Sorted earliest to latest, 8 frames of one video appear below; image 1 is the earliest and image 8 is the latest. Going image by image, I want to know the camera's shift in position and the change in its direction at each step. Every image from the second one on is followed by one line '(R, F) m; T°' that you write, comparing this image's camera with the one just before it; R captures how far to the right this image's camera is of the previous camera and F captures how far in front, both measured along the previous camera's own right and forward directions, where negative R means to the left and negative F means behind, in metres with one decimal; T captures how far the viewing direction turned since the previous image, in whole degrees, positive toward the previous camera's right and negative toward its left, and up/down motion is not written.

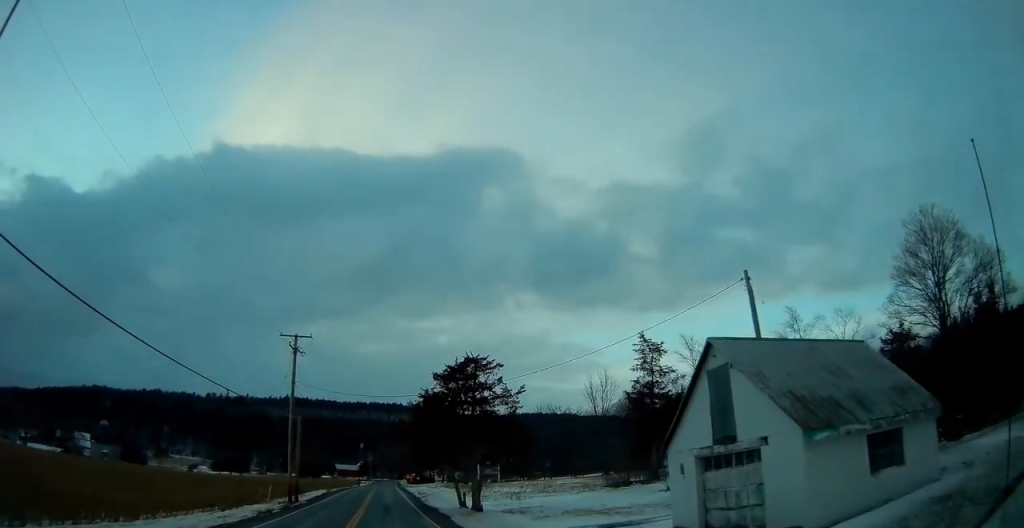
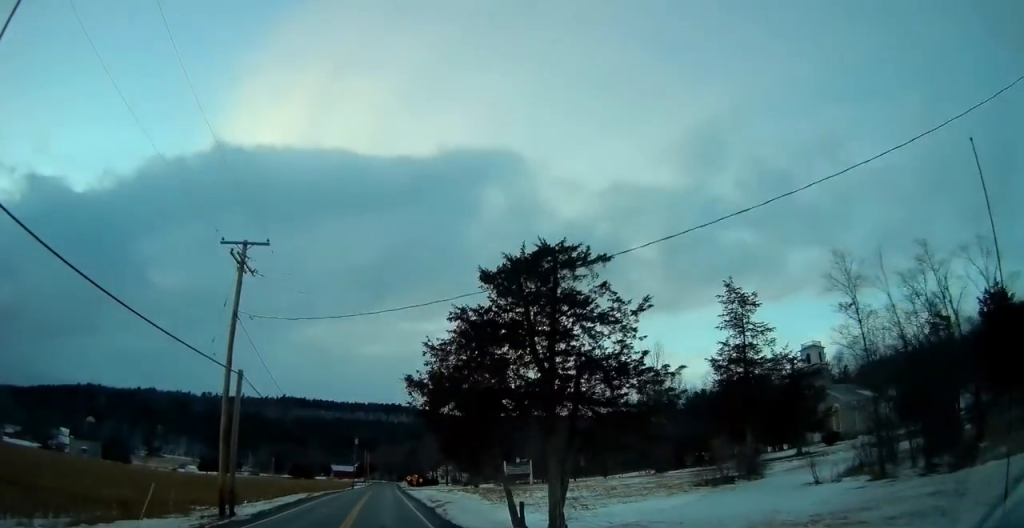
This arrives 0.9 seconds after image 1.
(-0.2, +16.8) m; 0°
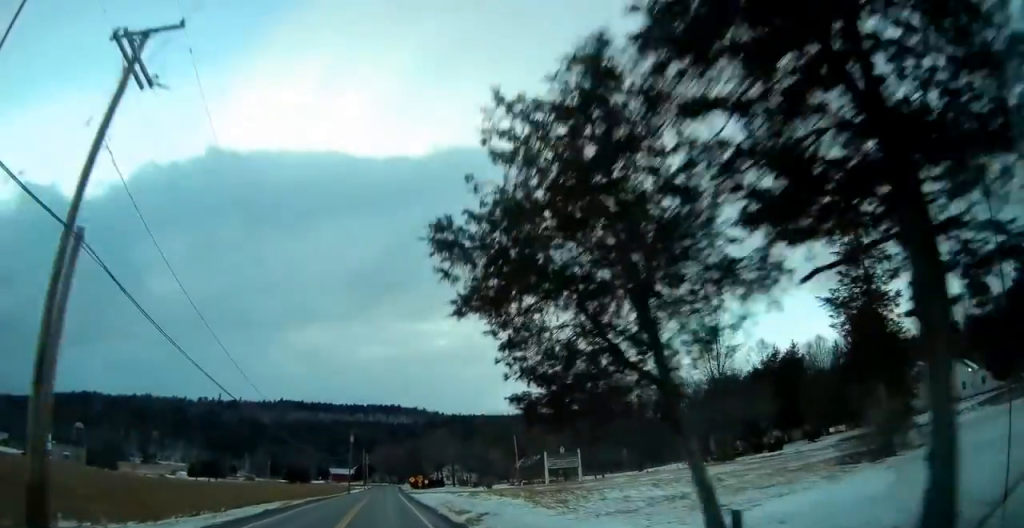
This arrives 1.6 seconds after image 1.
(+0.3, +14.3) m; +1°
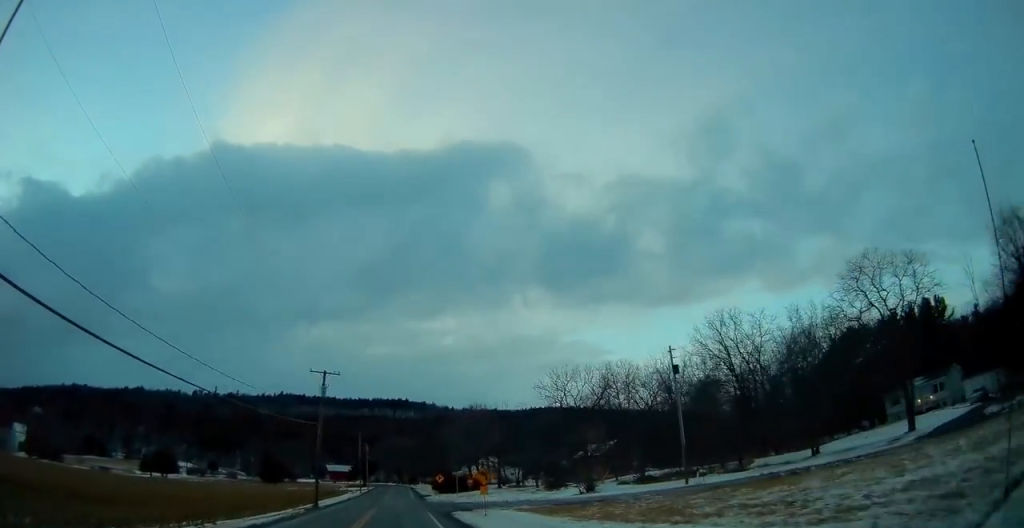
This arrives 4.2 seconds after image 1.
(-0.9, +50.8) m; 0°
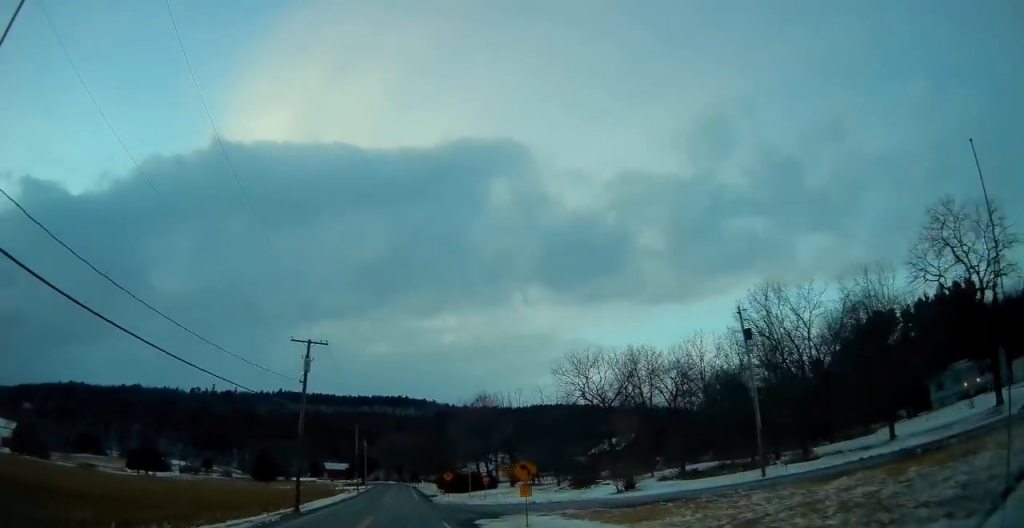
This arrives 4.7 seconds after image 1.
(+0.1, +9.5) m; +1°
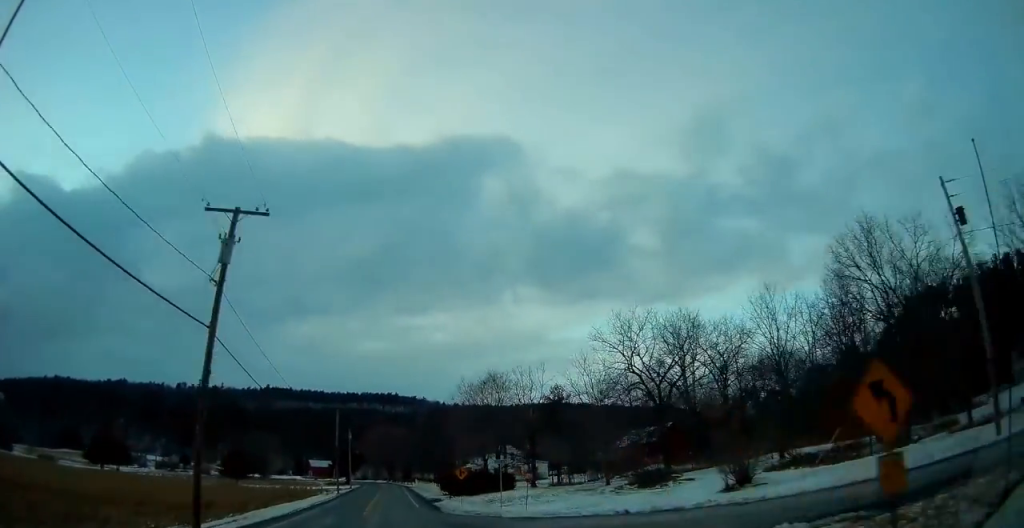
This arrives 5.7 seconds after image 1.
(+0.1, +17.7) m; 0°
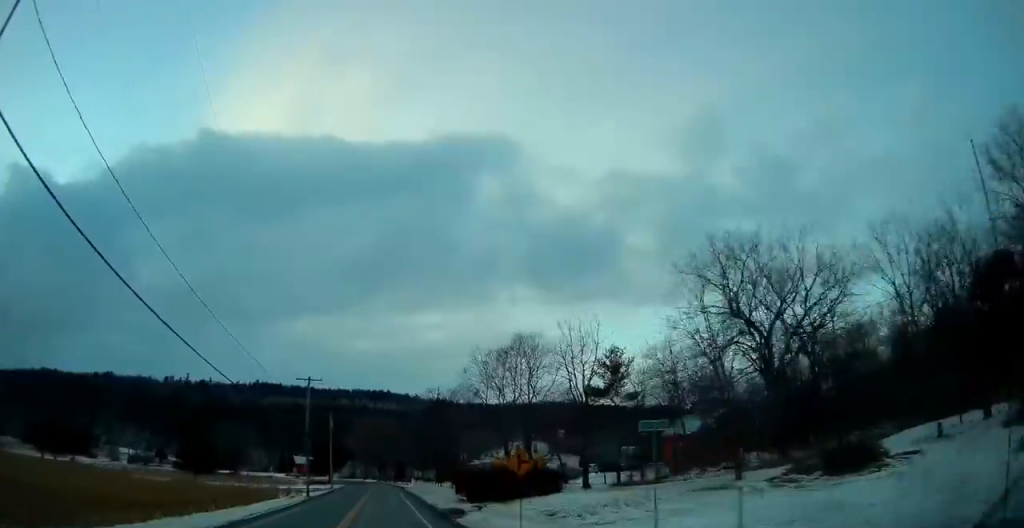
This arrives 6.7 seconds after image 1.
(-0.1, +20.3) m; +1°
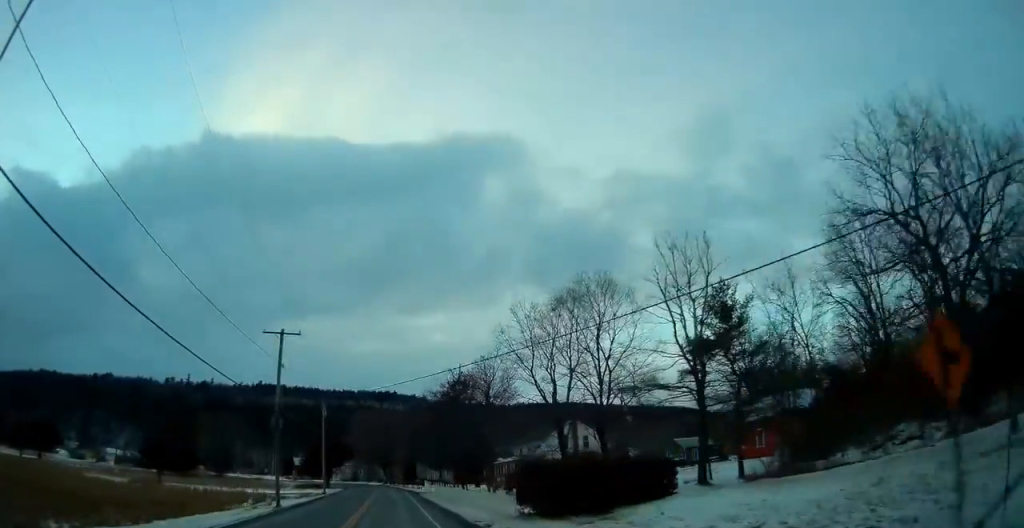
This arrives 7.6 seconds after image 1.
(+0.4, +17.1) m; 0°
